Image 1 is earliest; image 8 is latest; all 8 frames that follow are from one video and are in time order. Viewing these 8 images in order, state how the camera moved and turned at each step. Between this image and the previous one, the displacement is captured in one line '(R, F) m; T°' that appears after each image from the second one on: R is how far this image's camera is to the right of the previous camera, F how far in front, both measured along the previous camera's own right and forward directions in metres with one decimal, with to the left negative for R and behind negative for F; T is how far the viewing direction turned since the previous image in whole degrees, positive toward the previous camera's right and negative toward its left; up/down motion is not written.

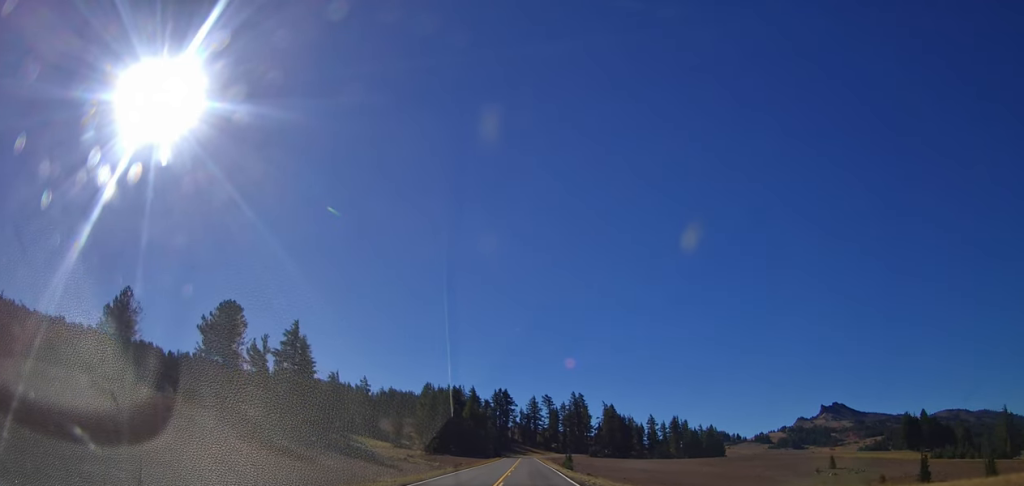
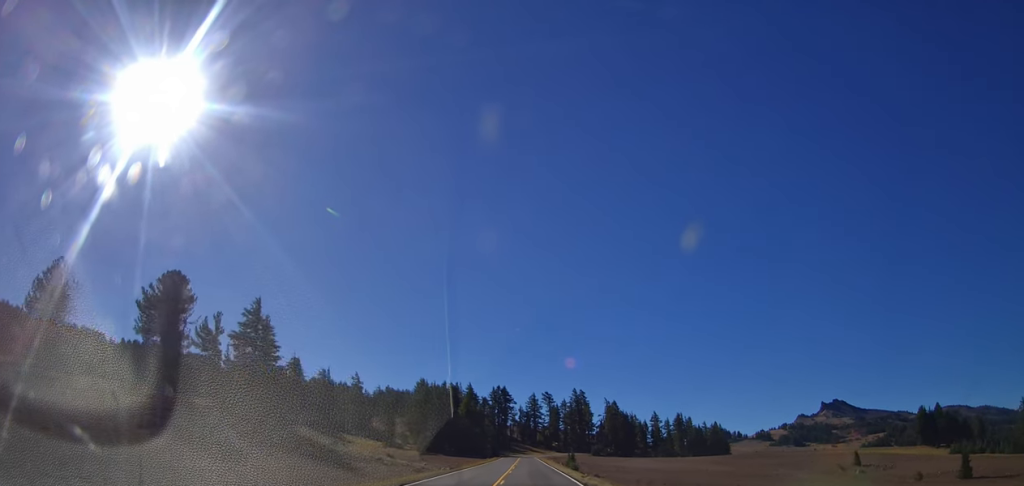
(-0.3, +11.4) m; +1°
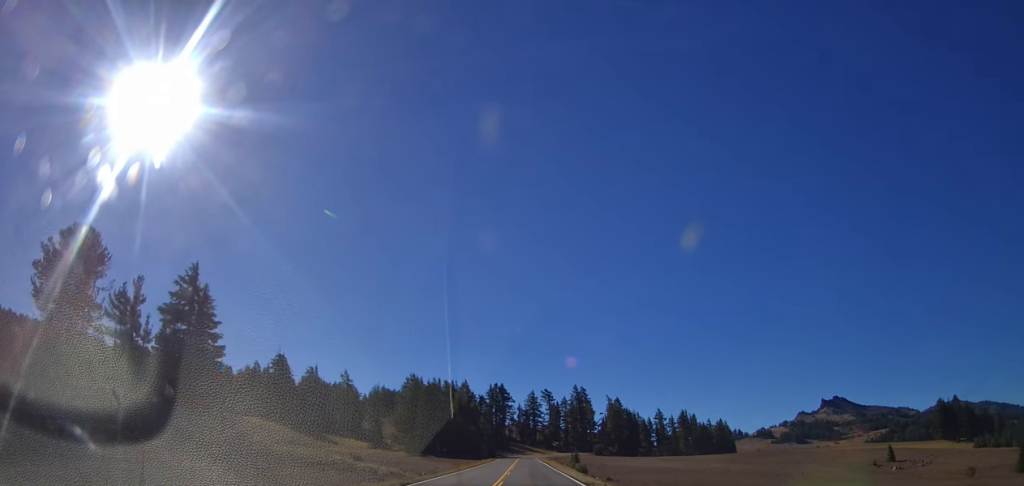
(+0.4, +13.5) m; 0°
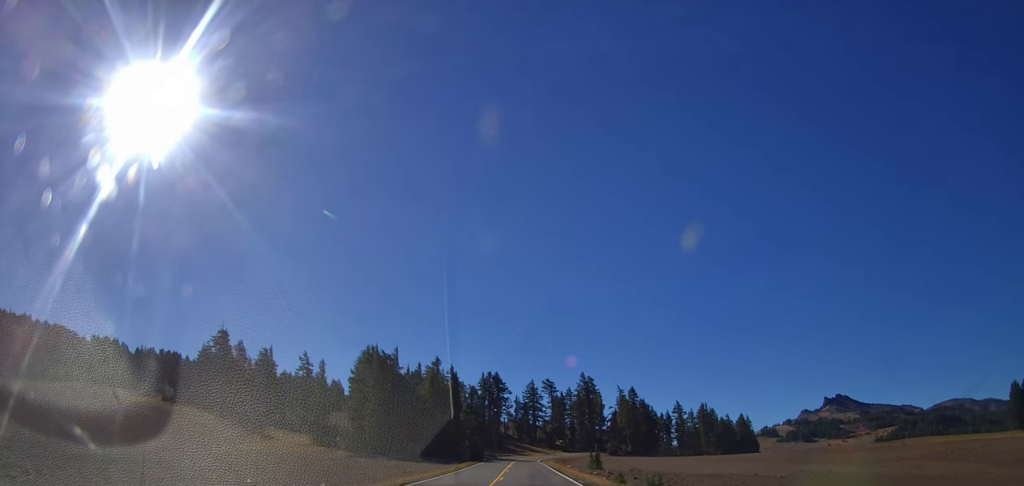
(-0.4, +43.7) m; -2°
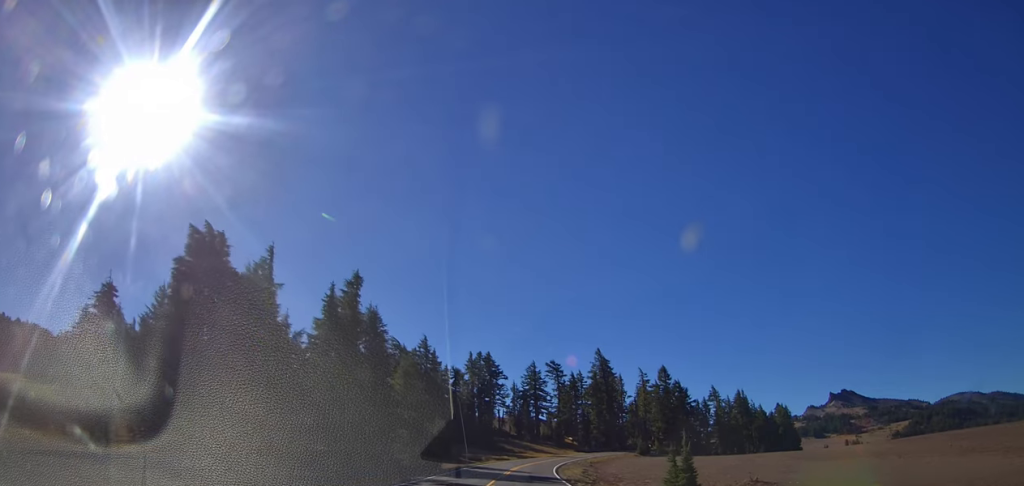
(+0.9, +56.1) m; +2°
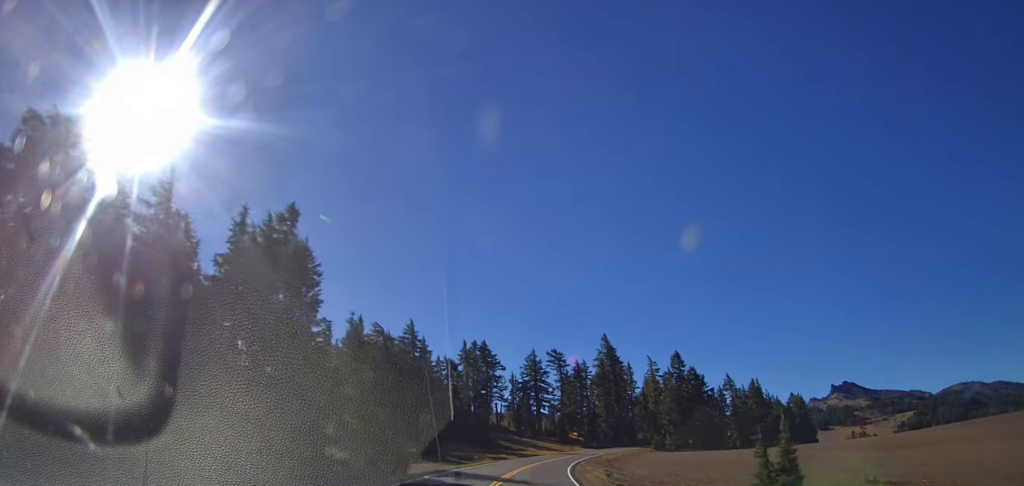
(-0.2, +17.8) m; -2°
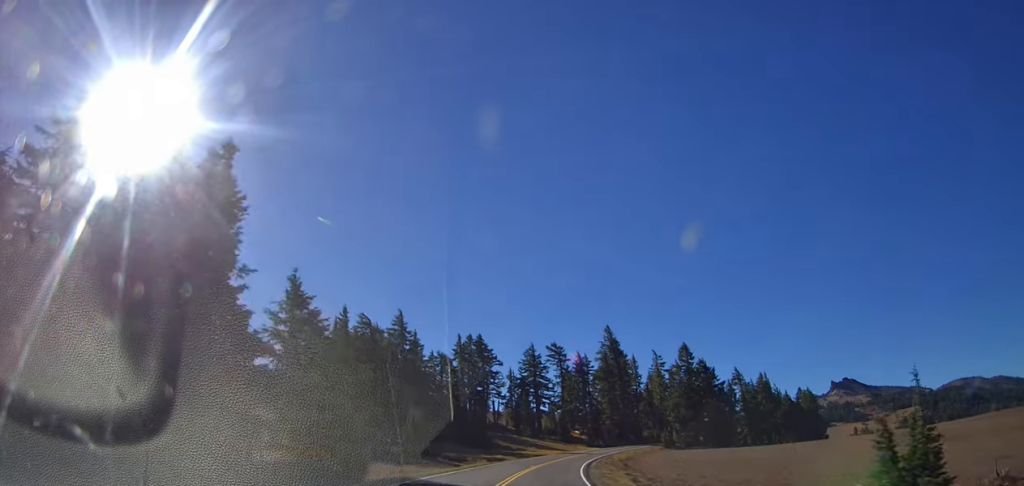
(-0.2, +10.7) m; +1°
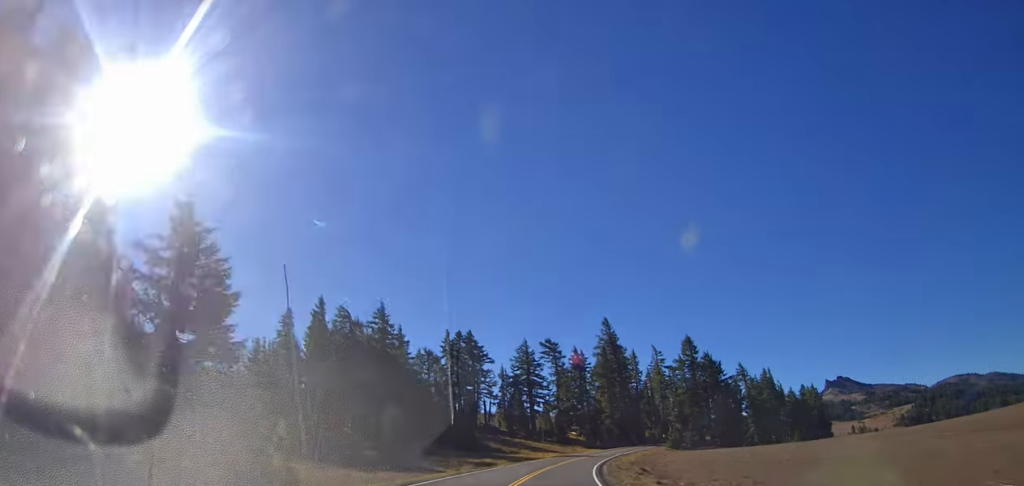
(-0.2, +10.7) m; +1°
